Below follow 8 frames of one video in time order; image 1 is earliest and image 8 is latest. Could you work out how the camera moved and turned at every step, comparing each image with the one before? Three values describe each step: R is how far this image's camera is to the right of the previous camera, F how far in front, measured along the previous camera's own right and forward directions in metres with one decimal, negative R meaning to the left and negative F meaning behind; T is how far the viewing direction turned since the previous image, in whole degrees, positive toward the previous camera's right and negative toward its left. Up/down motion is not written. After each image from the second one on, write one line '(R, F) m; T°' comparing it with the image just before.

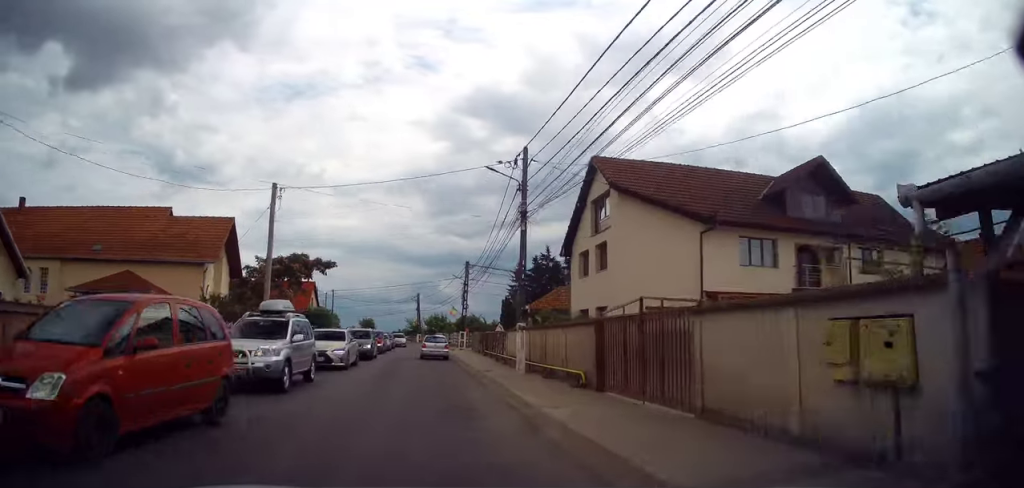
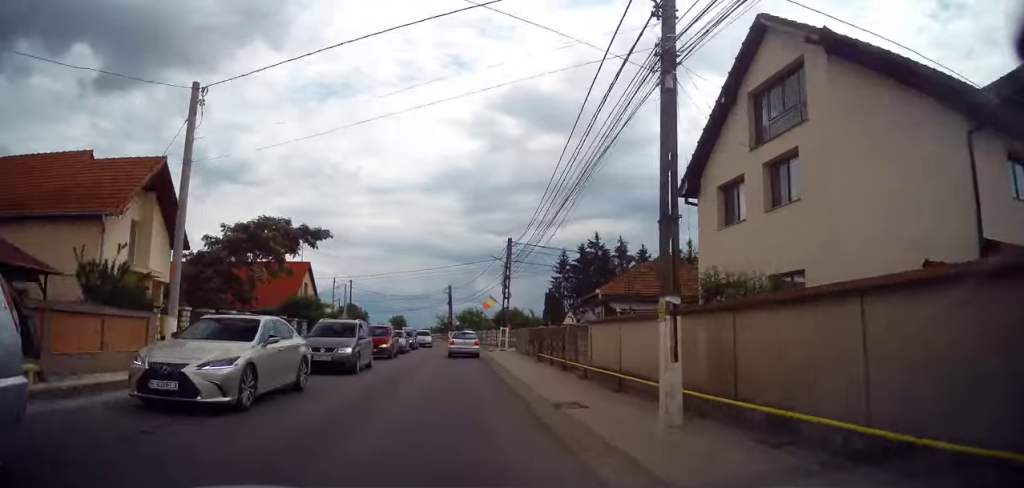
(-0.3, +10.9) m; -2°
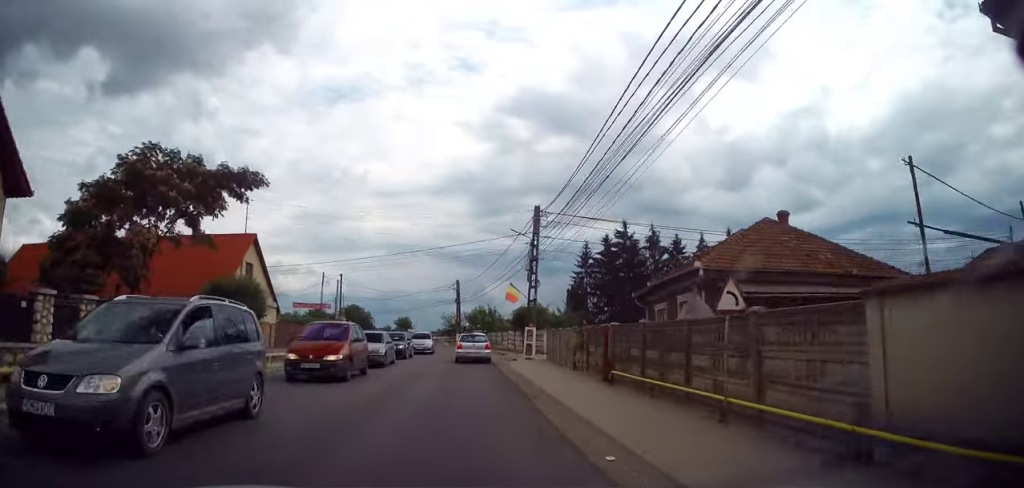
(-0.1, +10.4) m; 0°
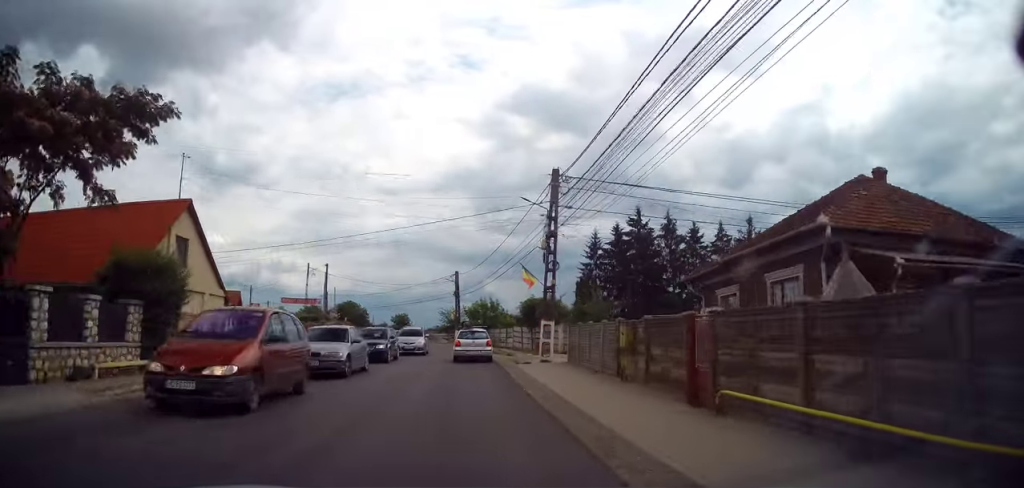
(+0.2, +6.0) m; 0°
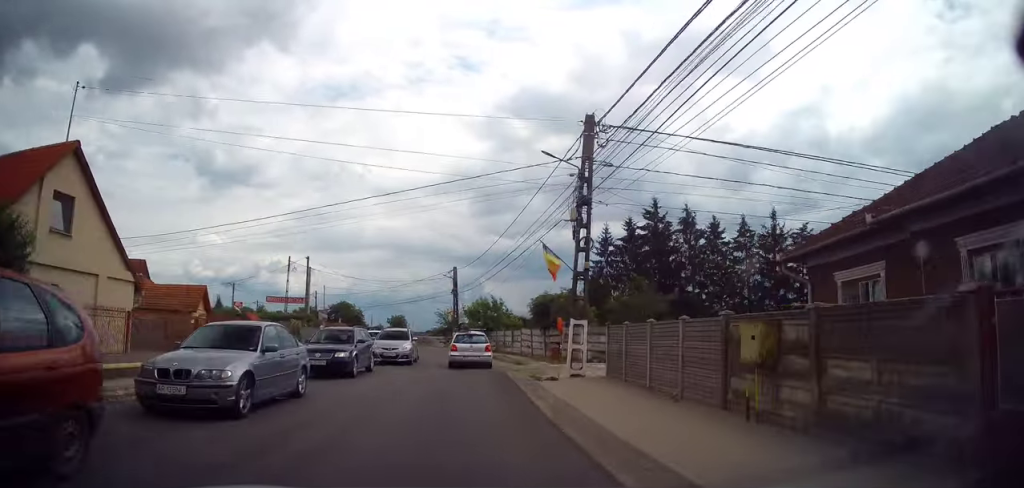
(-0.2, +6.0) m; -1°
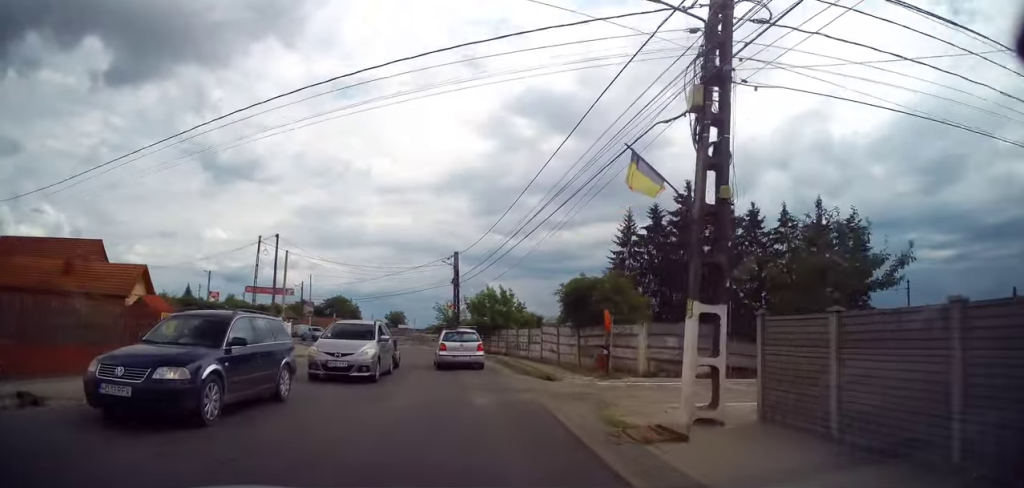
(-0.1, +8.7) m; -1°
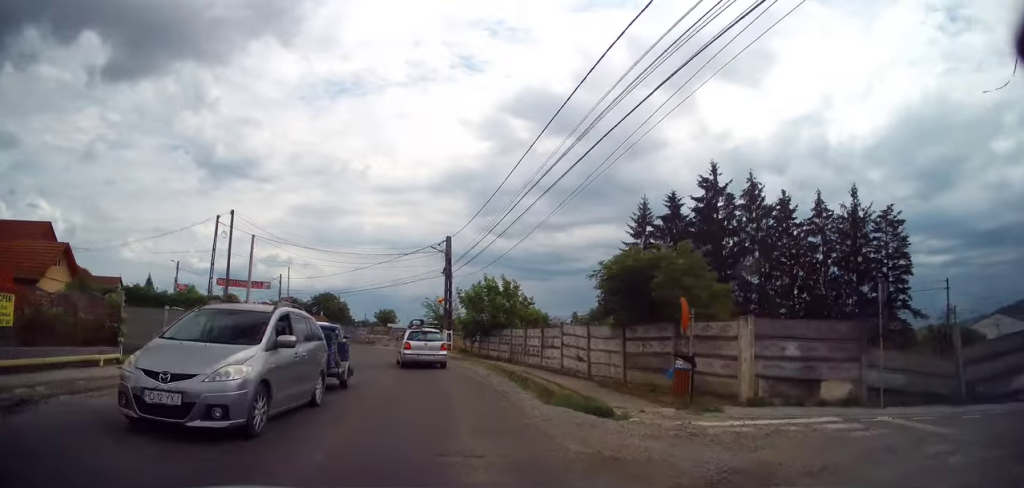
(-0.1, +7.6) m; +1°
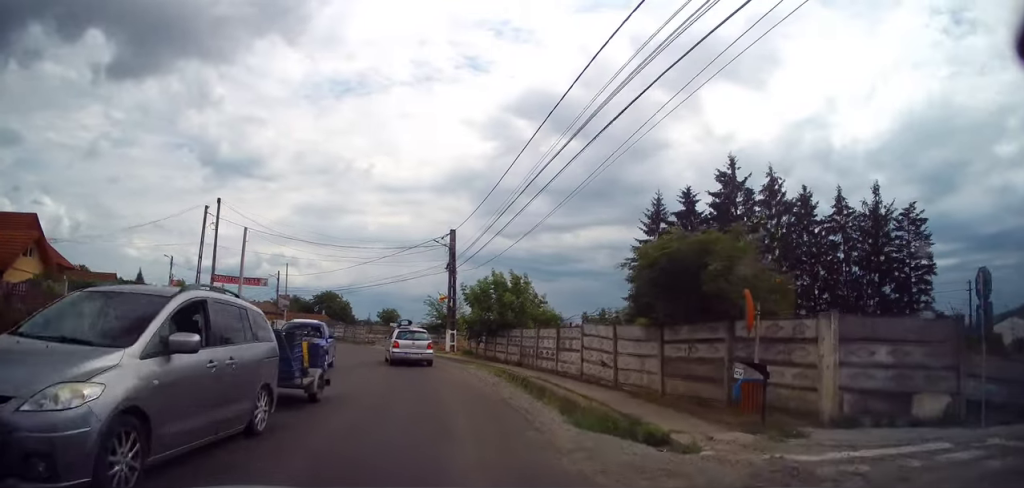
(+0.1, +3.2) m; +1°
